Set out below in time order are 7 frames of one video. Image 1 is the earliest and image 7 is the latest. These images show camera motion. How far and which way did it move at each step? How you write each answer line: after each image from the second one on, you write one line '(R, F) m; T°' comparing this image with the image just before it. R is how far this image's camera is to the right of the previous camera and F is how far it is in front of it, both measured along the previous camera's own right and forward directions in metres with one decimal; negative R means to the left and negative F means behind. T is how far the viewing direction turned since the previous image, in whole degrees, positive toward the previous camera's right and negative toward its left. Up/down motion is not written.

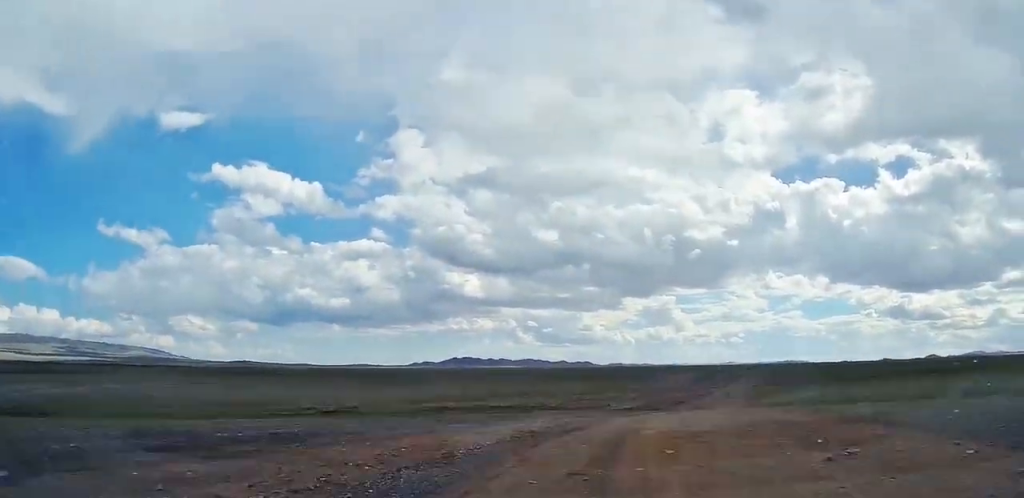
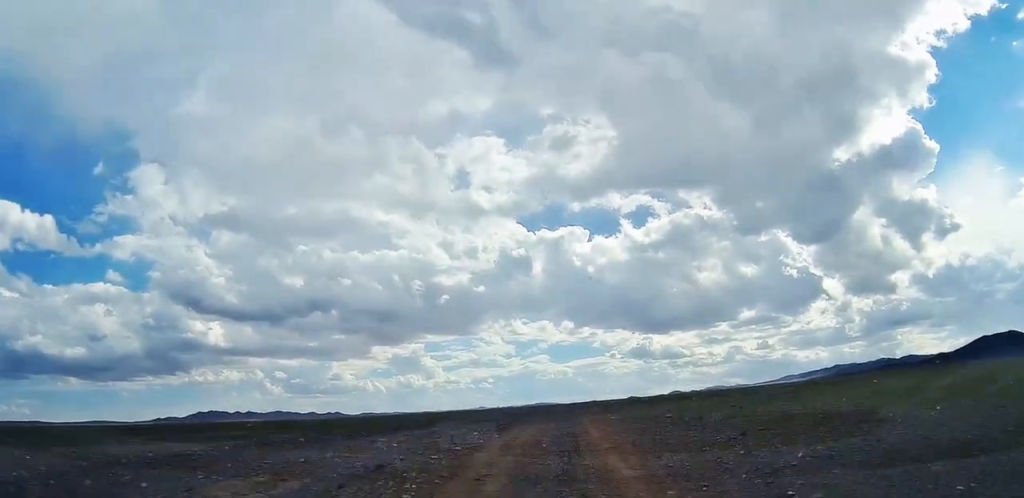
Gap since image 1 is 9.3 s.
(+7.9, +95.9) m; +3°
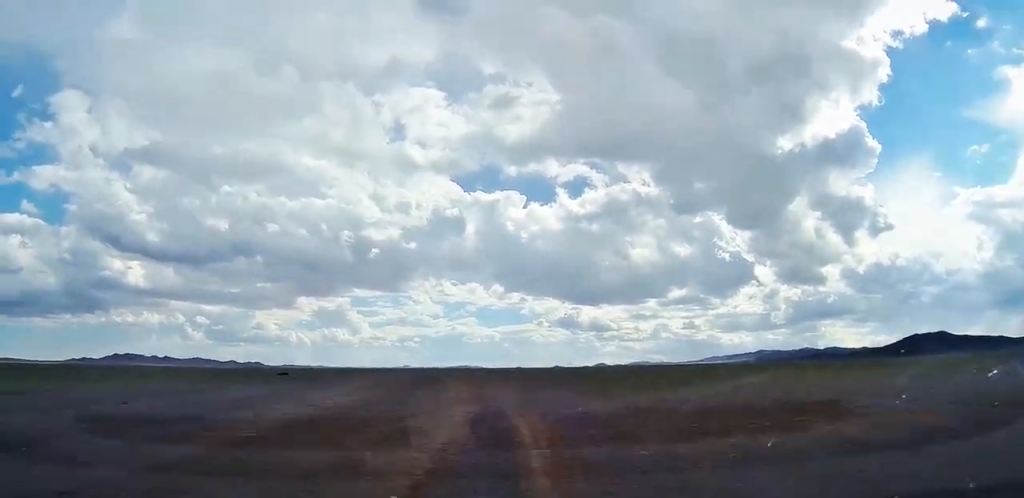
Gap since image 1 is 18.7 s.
(-2.3, +100.2) m; -3°
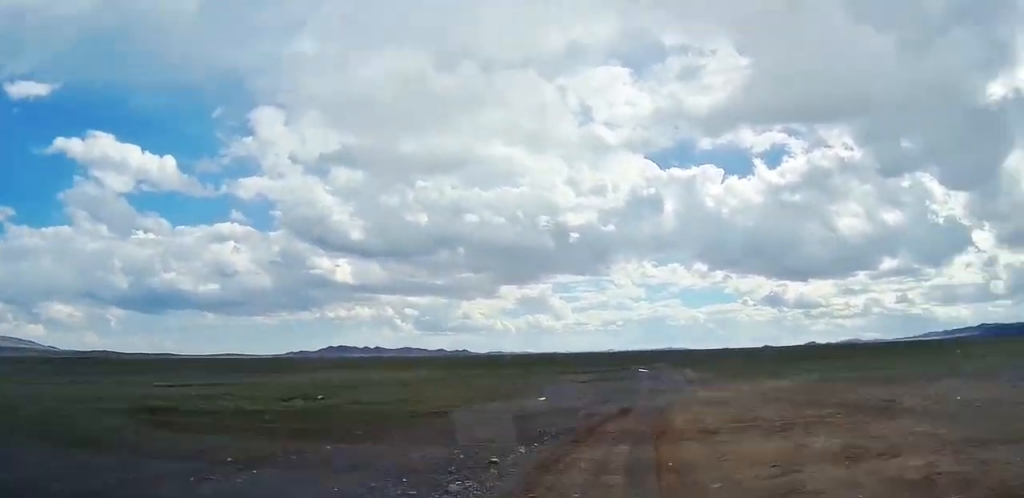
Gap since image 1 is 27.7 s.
(-3.8, +98.3) m; +2°
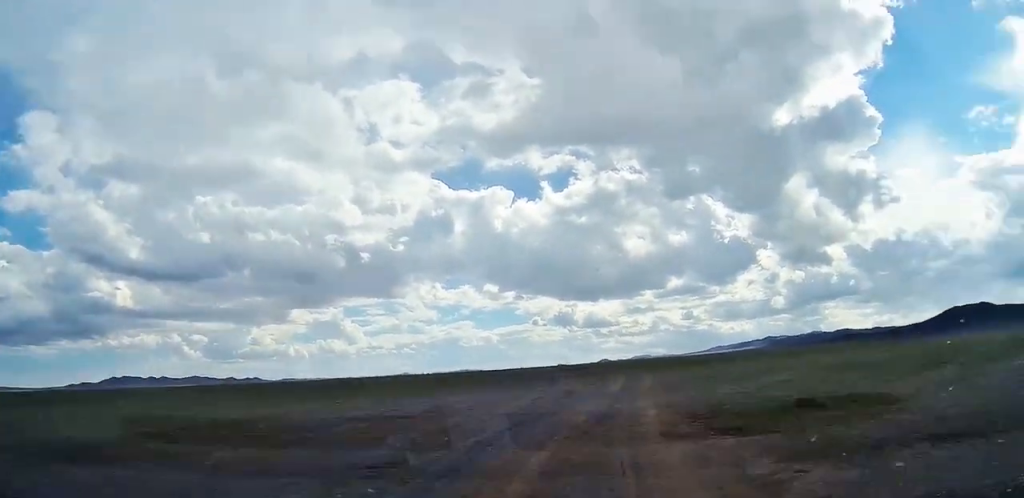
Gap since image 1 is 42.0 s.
(+18.2, +165.4) m; +8°
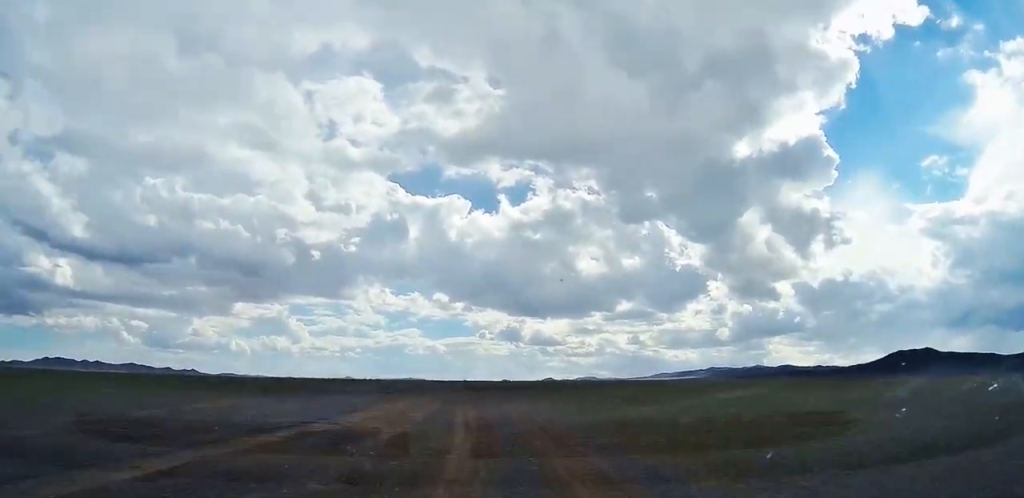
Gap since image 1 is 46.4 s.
(+0.2, +48.8) m; 0°
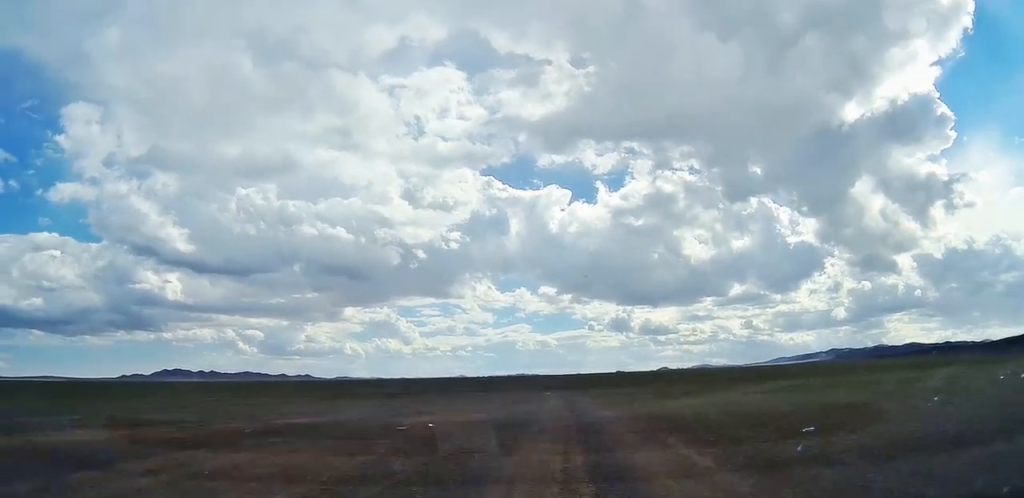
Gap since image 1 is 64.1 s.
(-9.0, +208.8) m; -15°
